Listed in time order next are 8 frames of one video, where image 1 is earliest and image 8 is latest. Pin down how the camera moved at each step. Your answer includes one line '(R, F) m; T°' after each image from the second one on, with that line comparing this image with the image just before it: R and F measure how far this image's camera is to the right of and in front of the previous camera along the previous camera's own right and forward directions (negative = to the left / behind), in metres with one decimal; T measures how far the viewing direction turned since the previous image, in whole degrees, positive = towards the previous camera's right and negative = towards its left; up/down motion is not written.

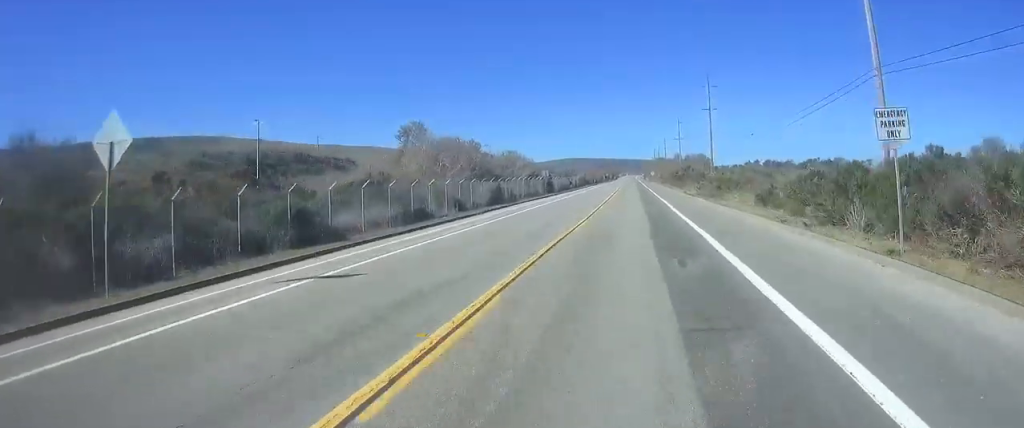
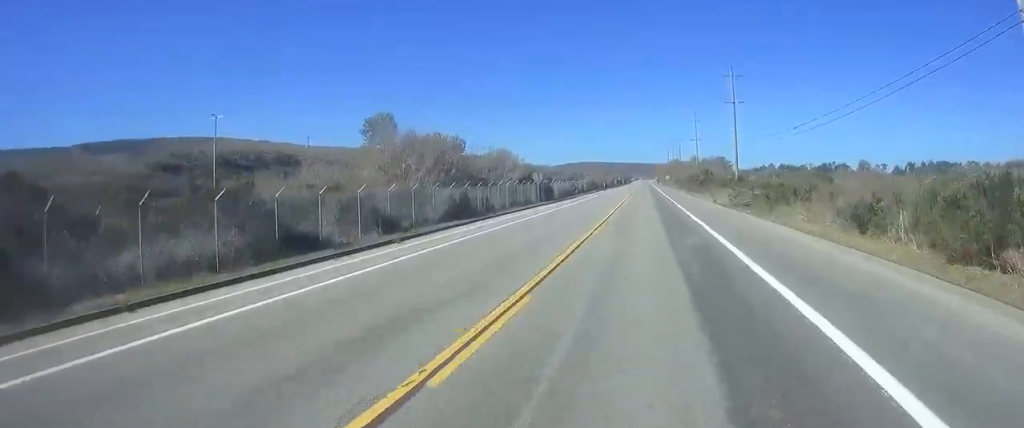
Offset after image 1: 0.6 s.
(0.0, +13.9) m; 0°
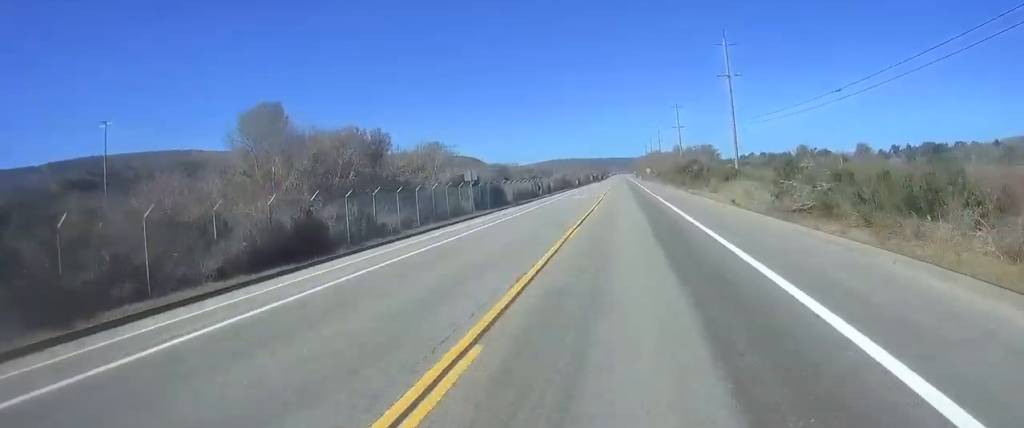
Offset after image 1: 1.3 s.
(0.0, +17.4) m; 0°
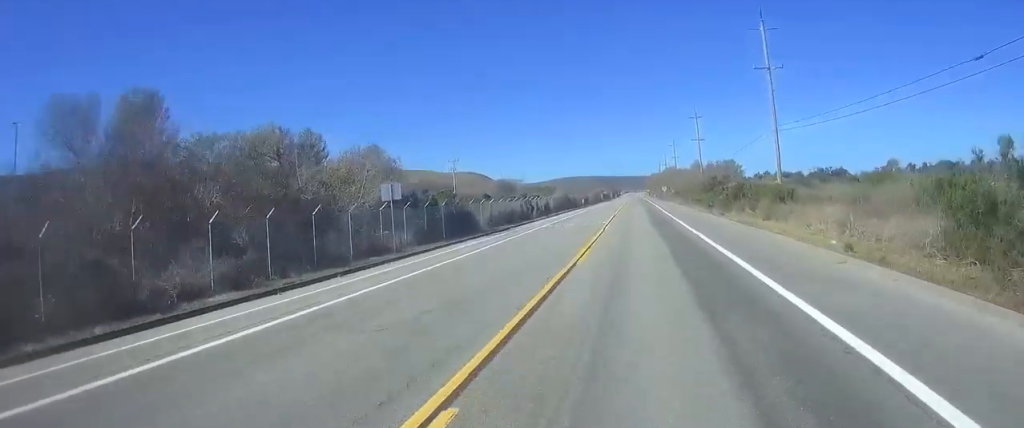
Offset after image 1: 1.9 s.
(0.0, +15.9) m; 0°
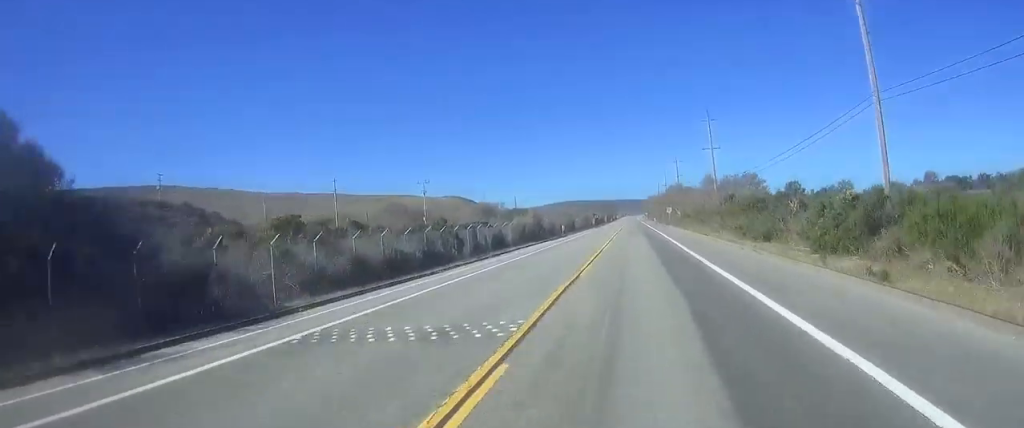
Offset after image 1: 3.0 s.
(+0.2, +26.8) m; 0°
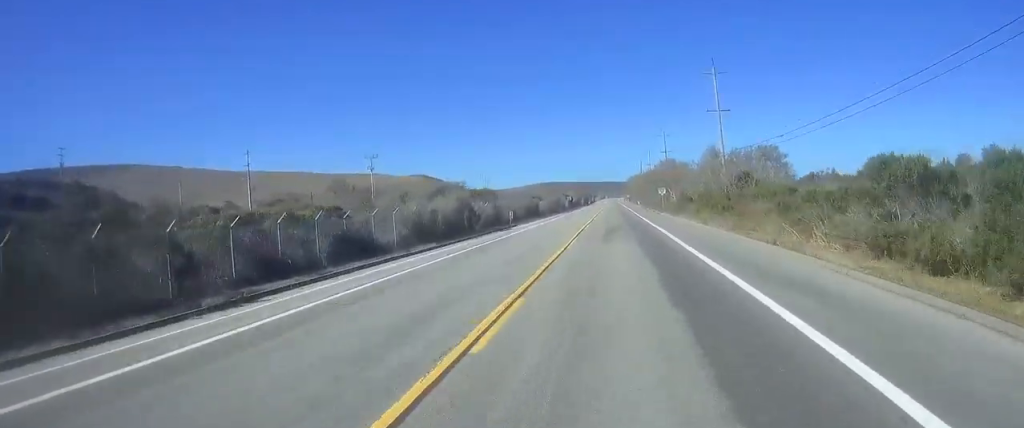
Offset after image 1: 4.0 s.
(0.0, +25.1) m; 0°
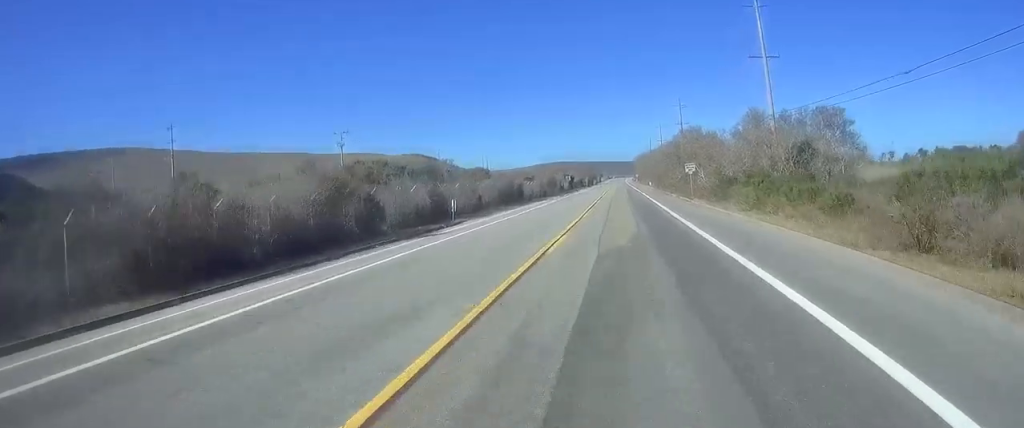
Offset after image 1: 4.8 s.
(-0.1, +21.9) m; 0°
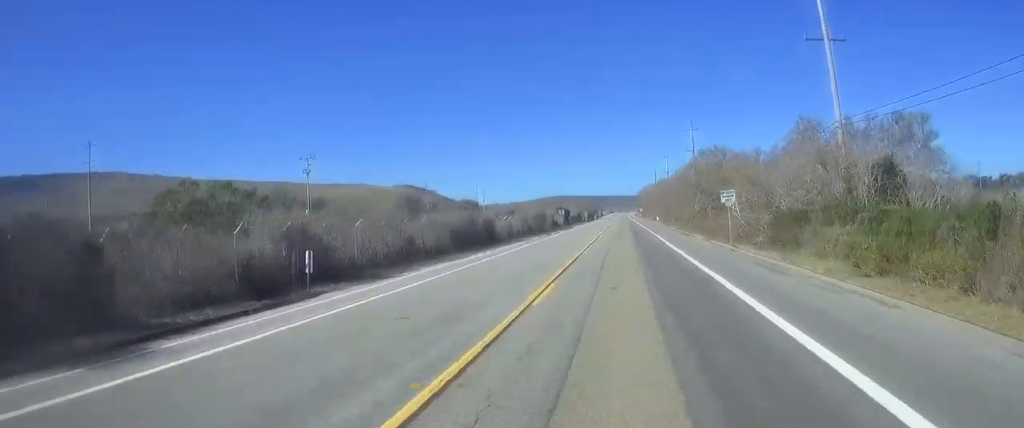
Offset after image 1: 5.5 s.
(0.0, +17.0) m; 0°
